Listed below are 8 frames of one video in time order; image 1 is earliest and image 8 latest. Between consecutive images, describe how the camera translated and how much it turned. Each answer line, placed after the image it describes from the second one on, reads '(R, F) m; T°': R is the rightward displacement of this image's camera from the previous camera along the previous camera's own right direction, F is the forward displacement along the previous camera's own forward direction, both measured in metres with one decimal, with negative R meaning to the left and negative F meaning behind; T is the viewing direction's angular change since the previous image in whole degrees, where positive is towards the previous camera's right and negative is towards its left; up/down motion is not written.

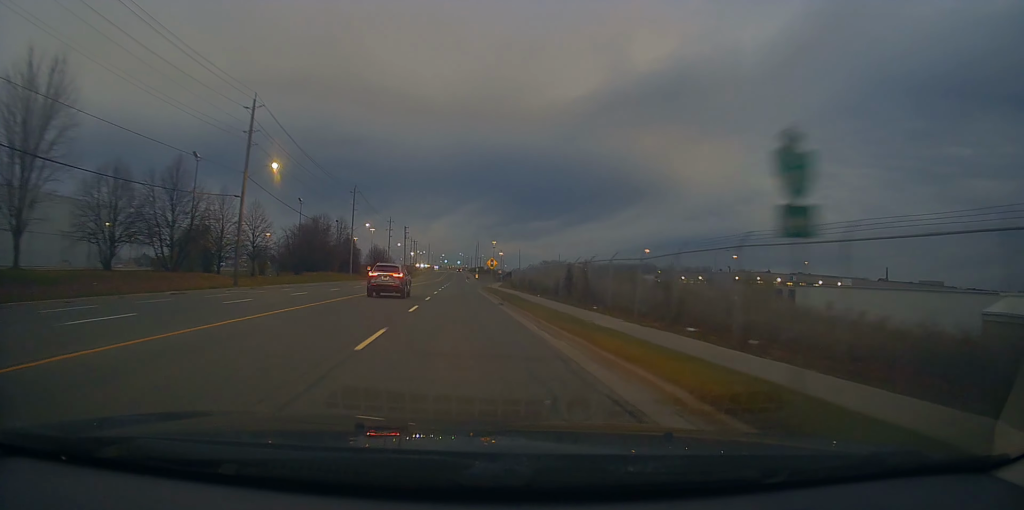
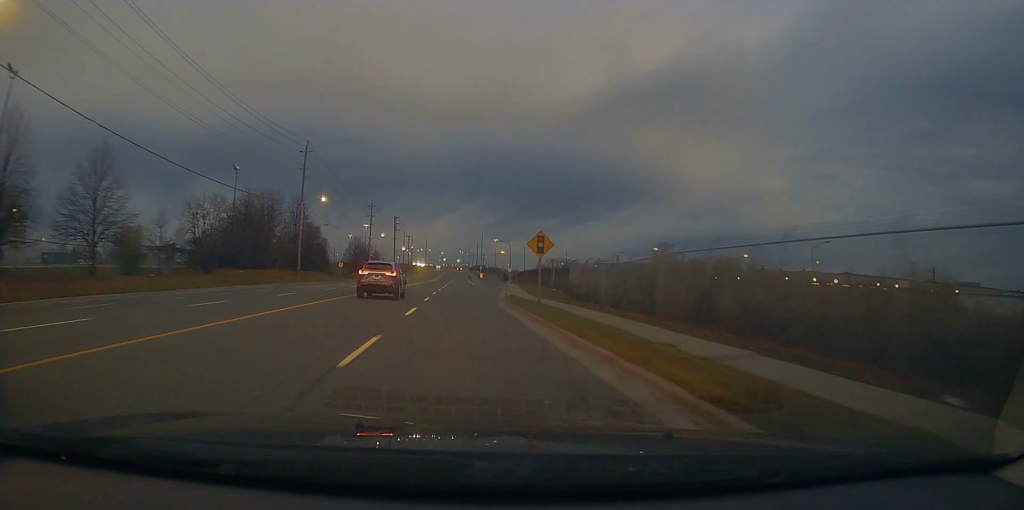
(+0.2, +30.0) m; 0°
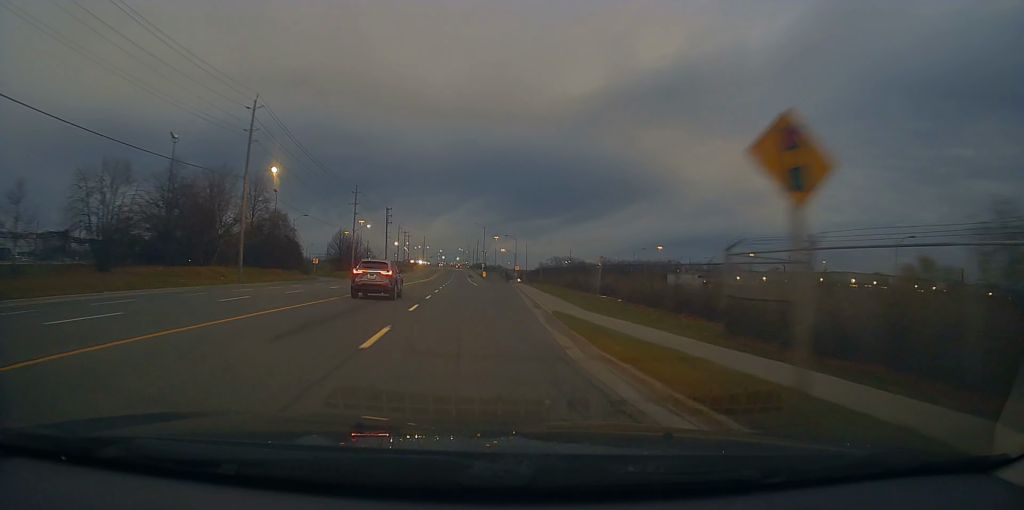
(-0.4, +17.5) m; 0°
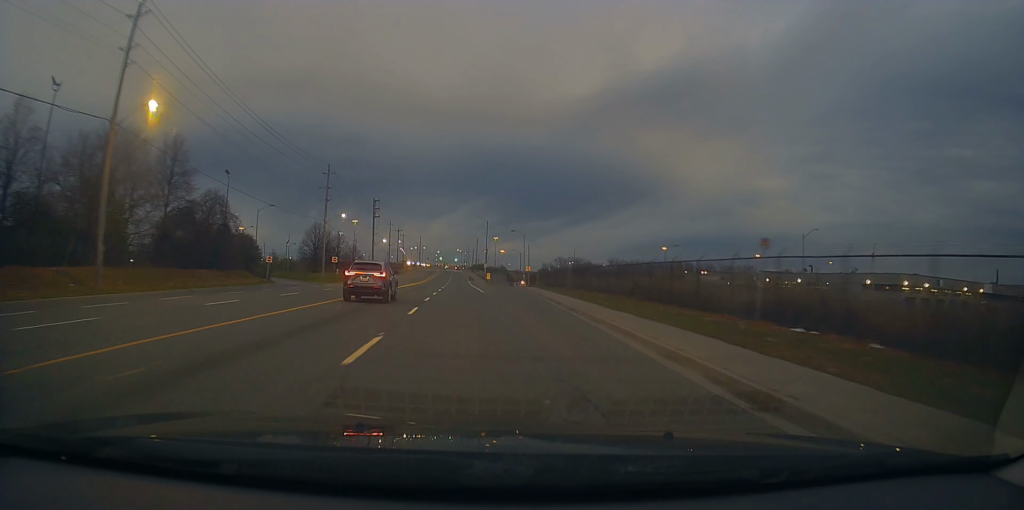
(+0.2, +20.8) m; +1°
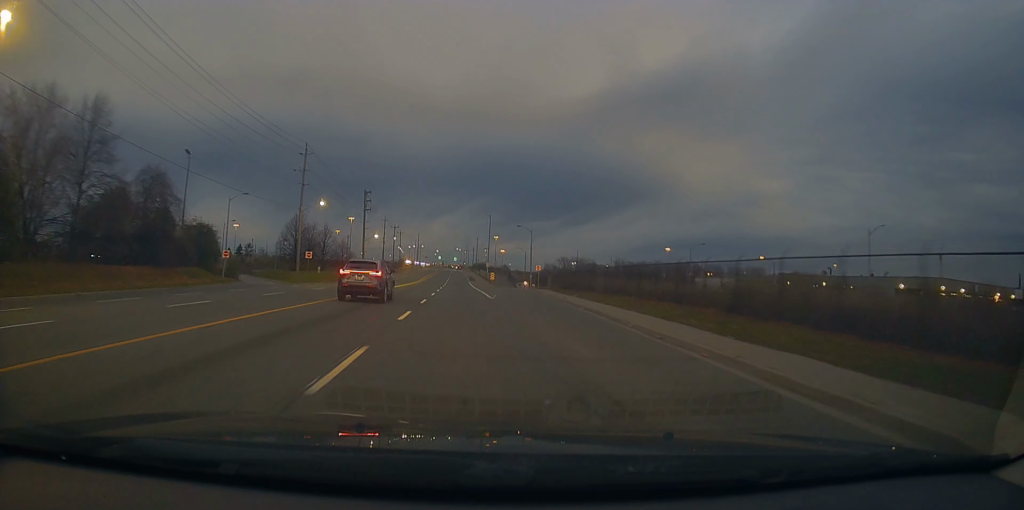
(+0.1, +11.6) m; 0°
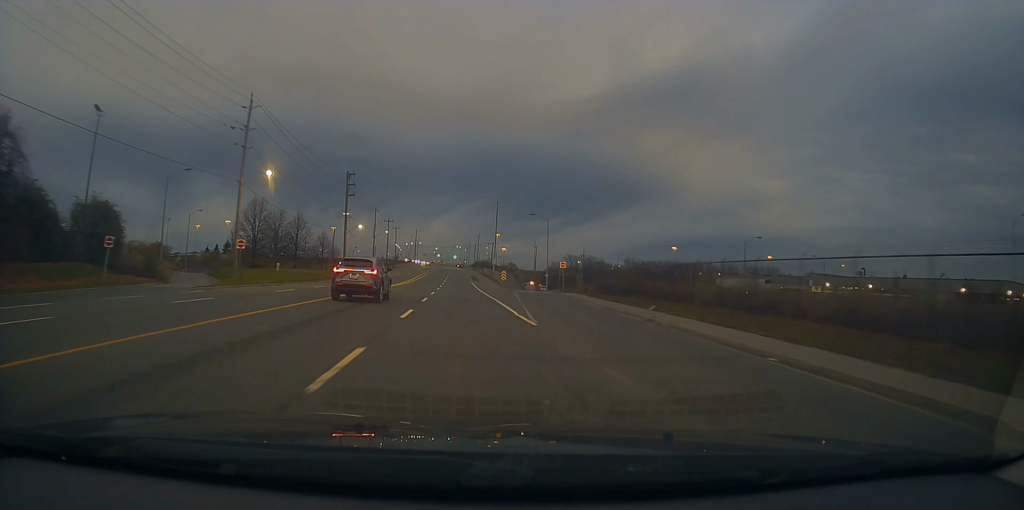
(0.0, +16.5) m; 0°
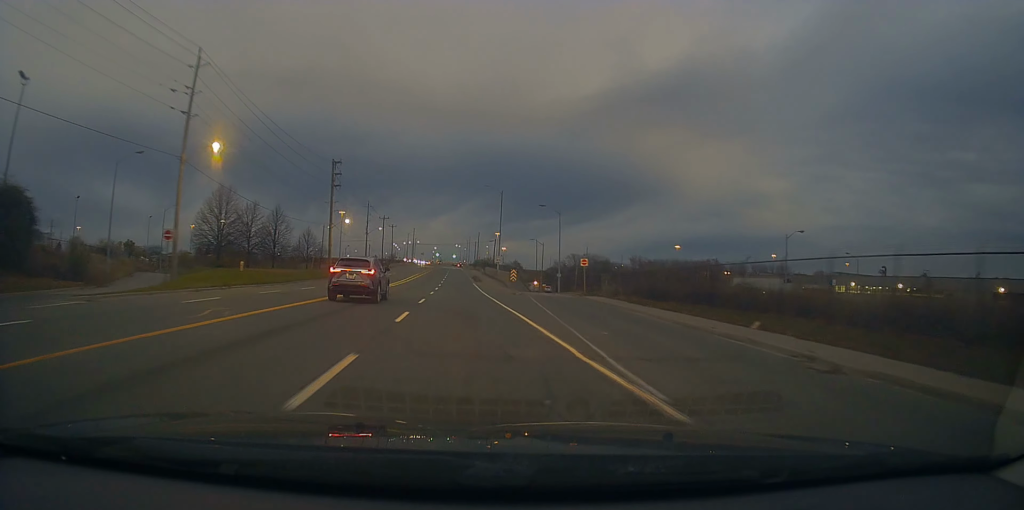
(0.0, +9.4) m; 0°
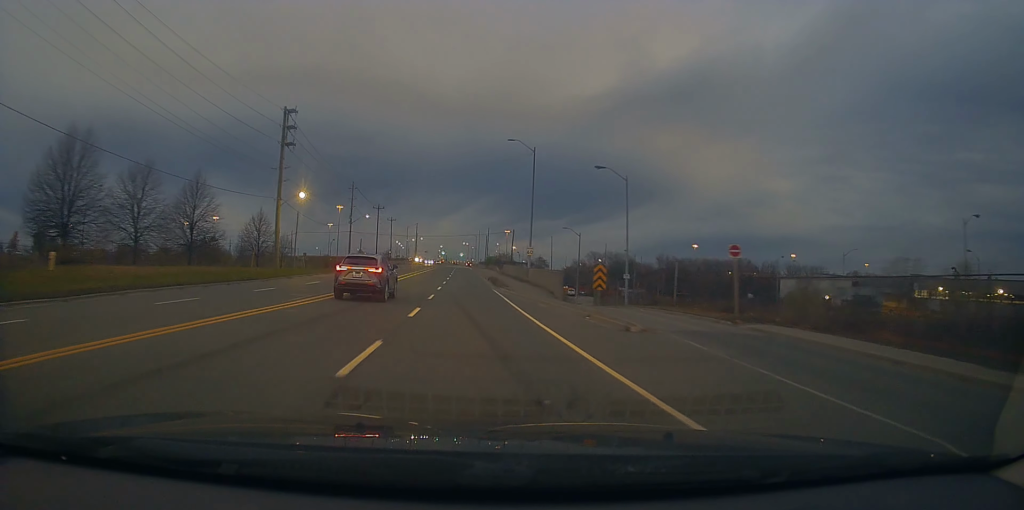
(-0.1, +25.2) m; -2°
